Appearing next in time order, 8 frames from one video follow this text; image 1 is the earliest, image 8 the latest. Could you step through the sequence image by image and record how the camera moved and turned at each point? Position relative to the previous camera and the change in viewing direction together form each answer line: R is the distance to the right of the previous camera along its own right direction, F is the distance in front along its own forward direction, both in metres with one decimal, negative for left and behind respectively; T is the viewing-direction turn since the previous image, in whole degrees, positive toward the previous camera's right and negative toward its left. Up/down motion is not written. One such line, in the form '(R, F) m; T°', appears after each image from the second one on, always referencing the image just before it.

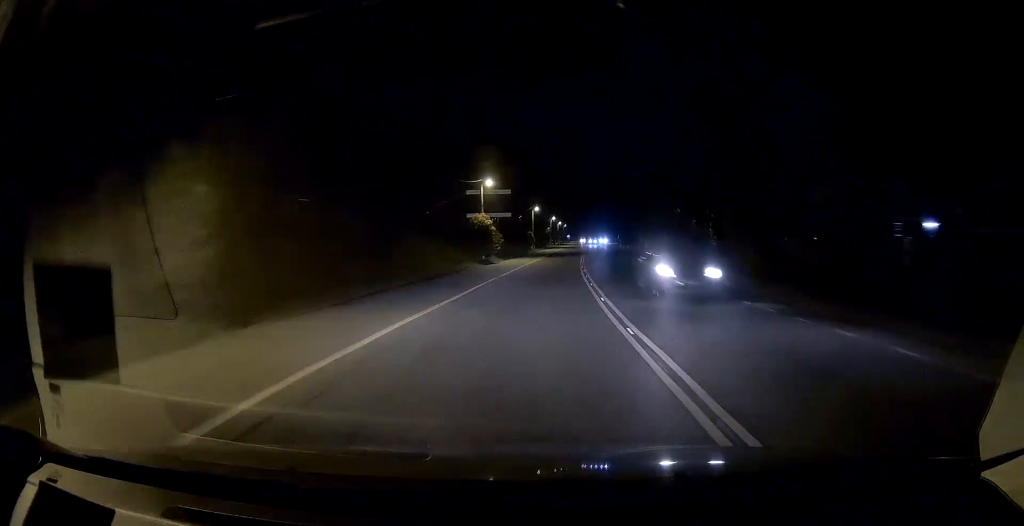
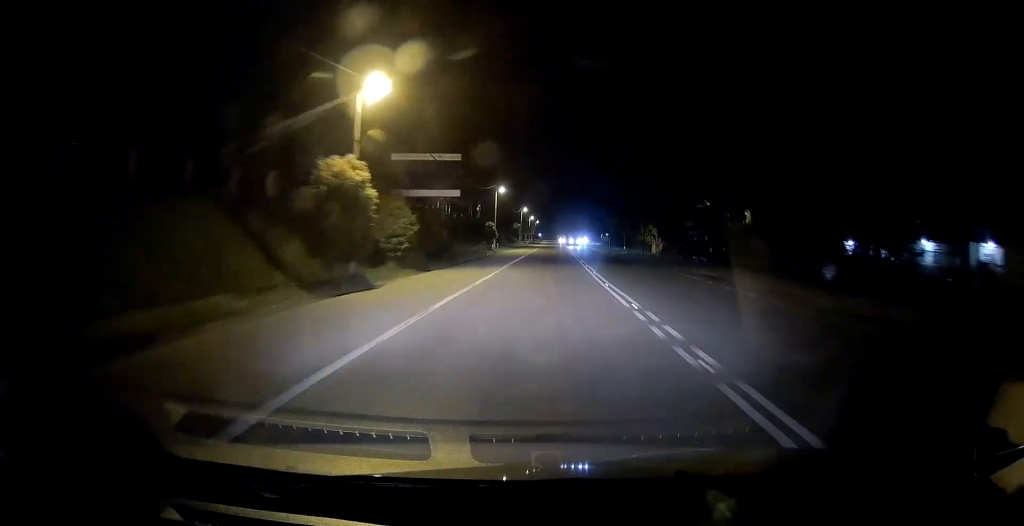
(+0.5, +29.2) m; +3°
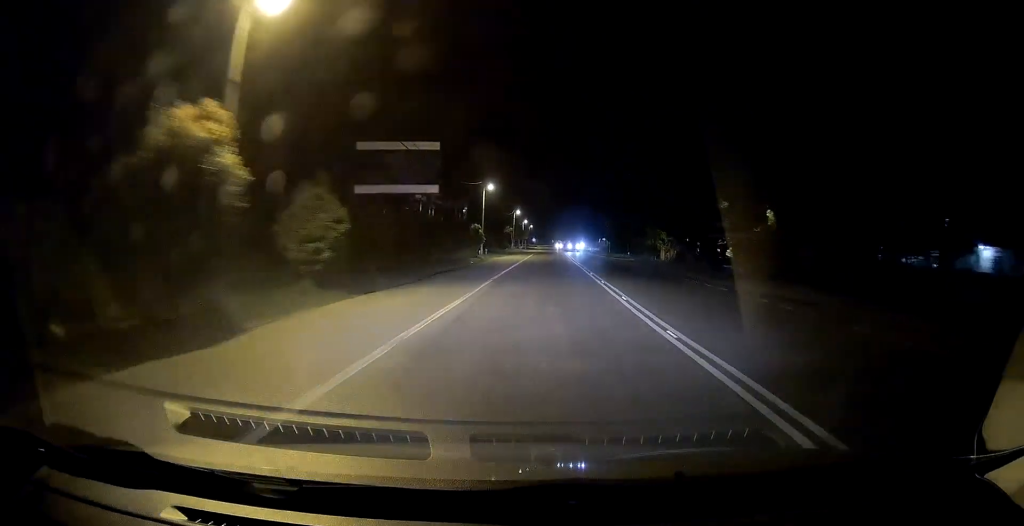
(+0.2, +8.8) m; +1°
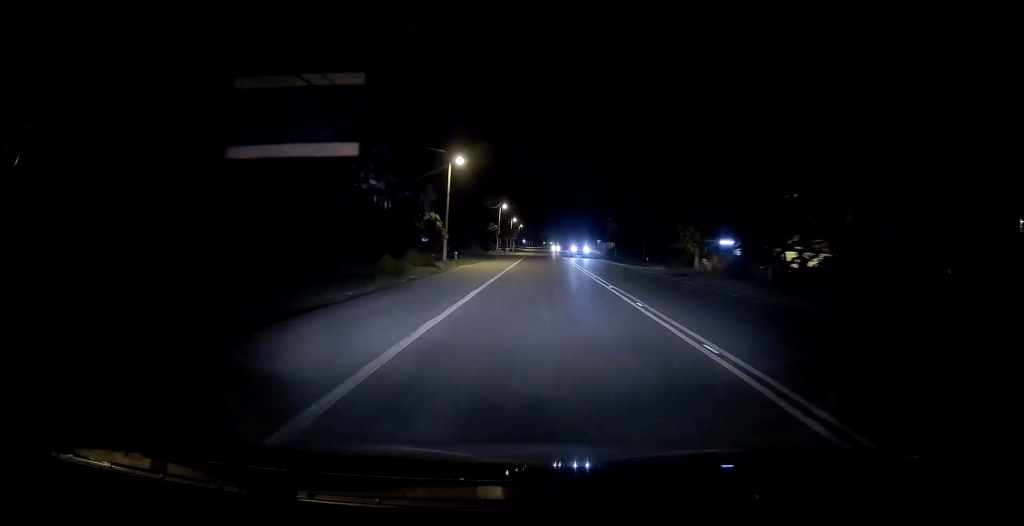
(+0.3, +18.3) m; +1°
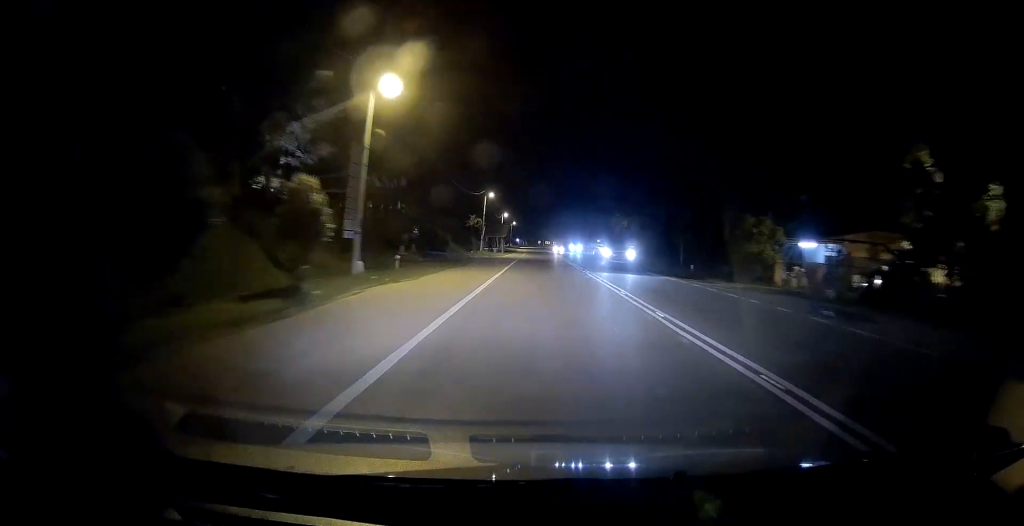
(0.0, +18.4) m; 0°
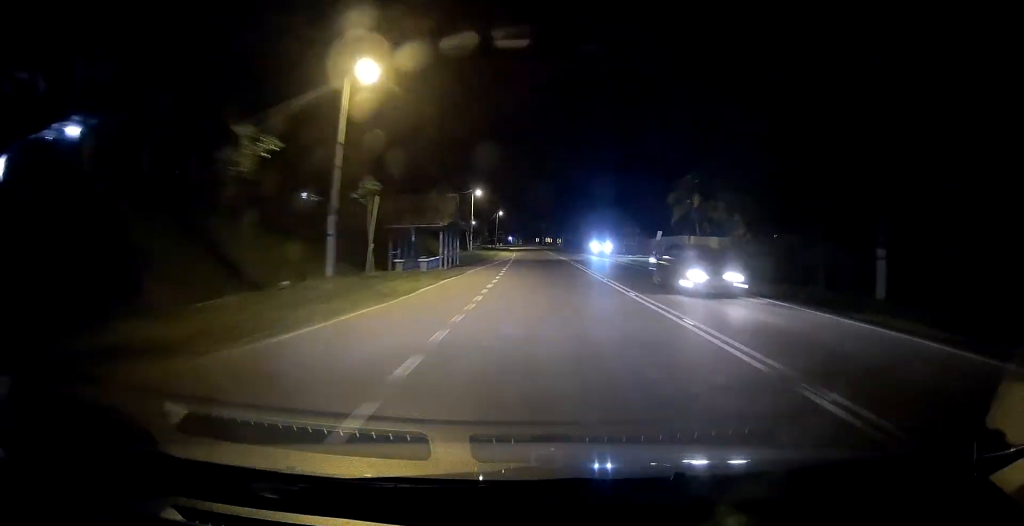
(0.0, +49.1) m; +1°
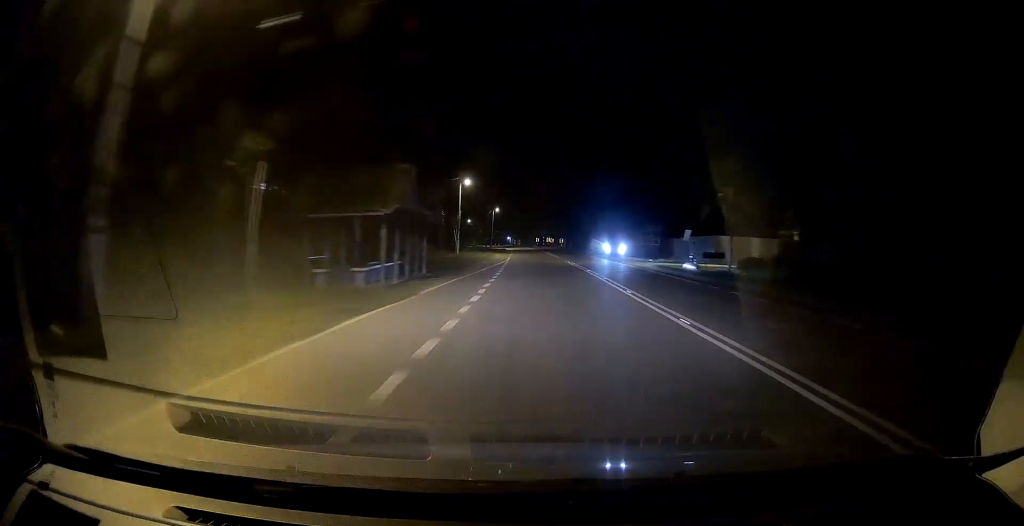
(0.0, +10.8) m; 0°
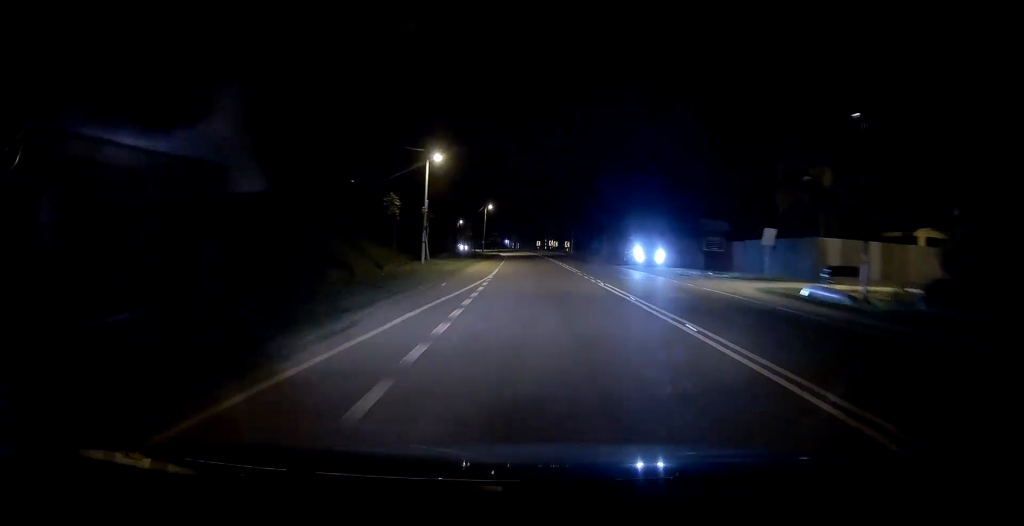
(+0.1, +16.7) m; 0°
